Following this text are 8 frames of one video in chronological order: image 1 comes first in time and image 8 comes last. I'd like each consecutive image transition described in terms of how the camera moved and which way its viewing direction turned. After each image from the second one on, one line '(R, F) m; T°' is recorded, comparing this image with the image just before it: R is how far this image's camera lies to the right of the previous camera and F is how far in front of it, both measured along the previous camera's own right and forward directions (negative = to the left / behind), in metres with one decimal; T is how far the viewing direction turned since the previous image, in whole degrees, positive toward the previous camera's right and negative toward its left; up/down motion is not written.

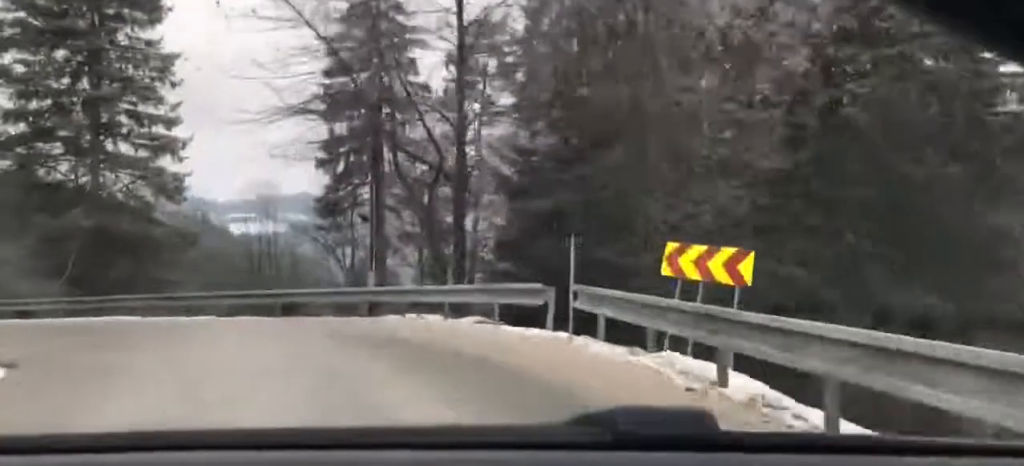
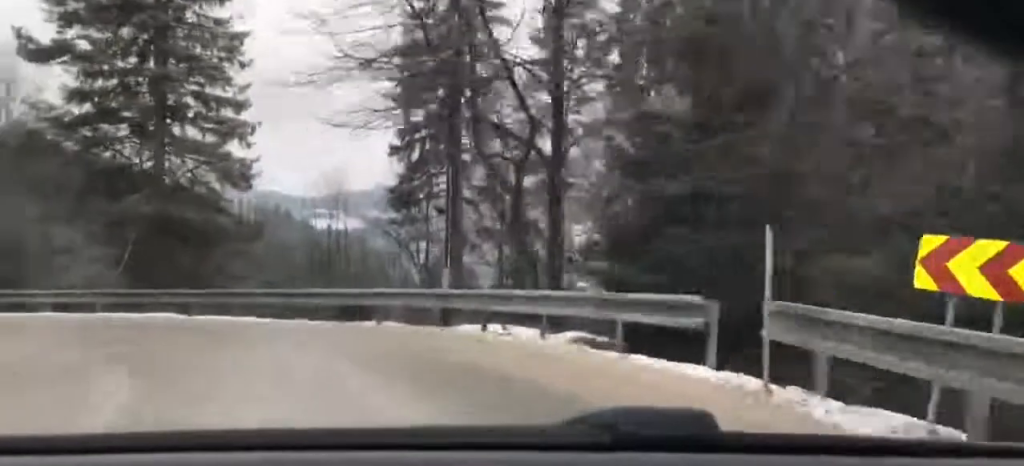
(-0.1, +5.7) m; -1°
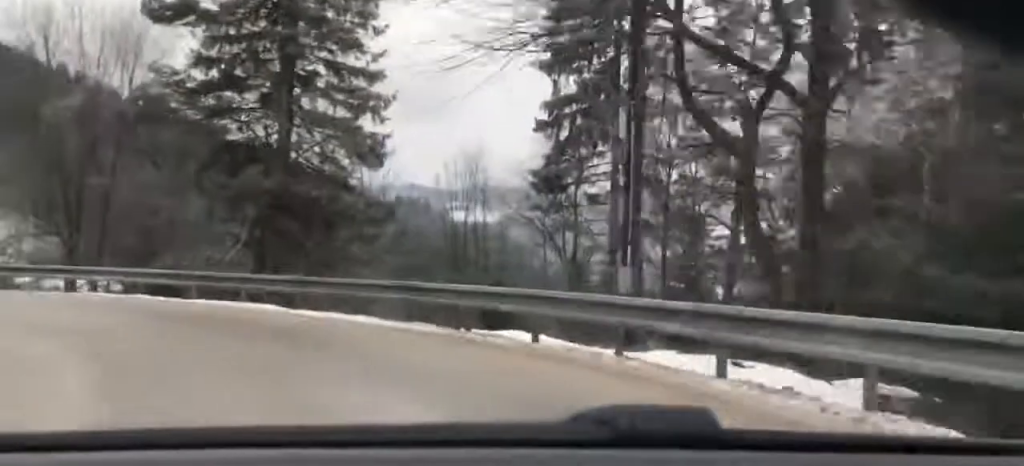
(0.0, +7.8) m; 0°
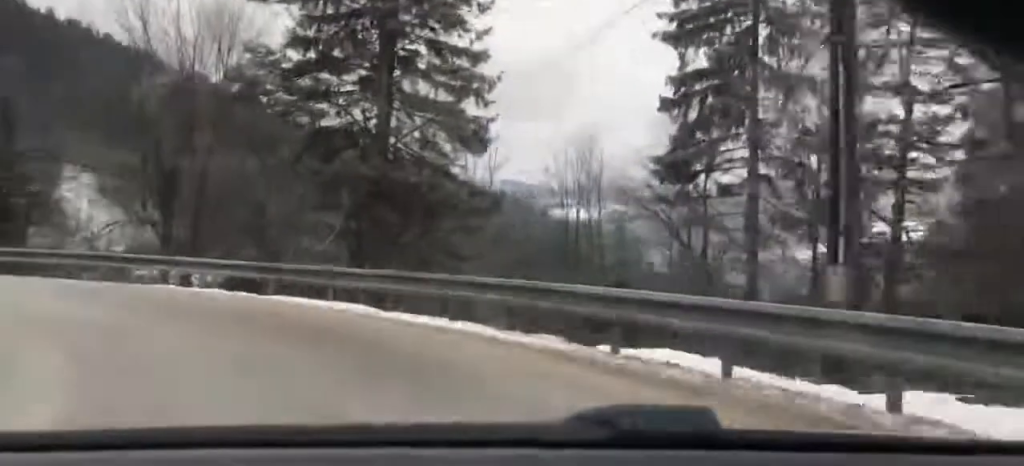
(0.0, +4.7) m; 0°
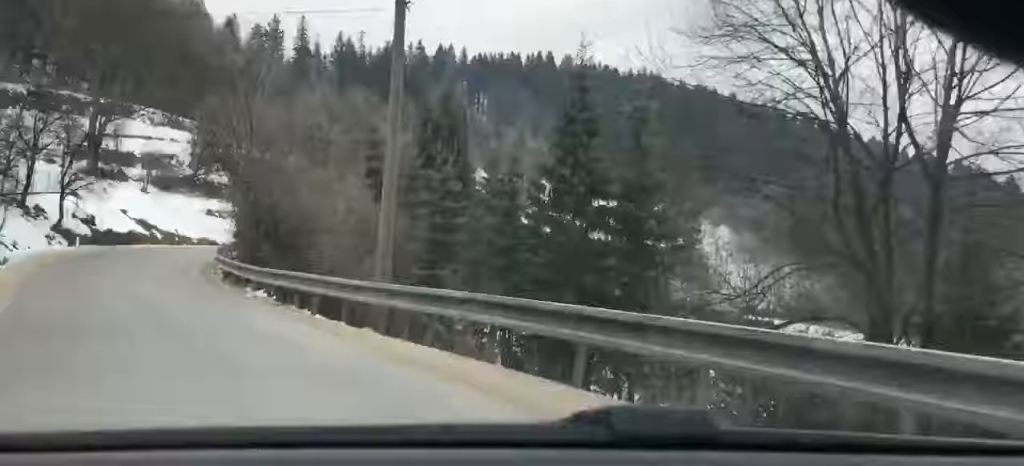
(-0.9, +16.0) m; -13°
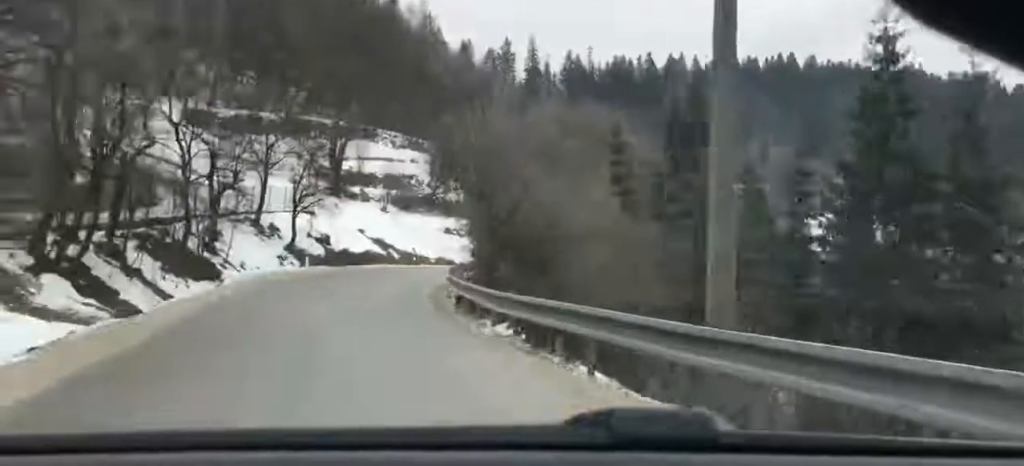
(-0.5, +5.3) m; -11°
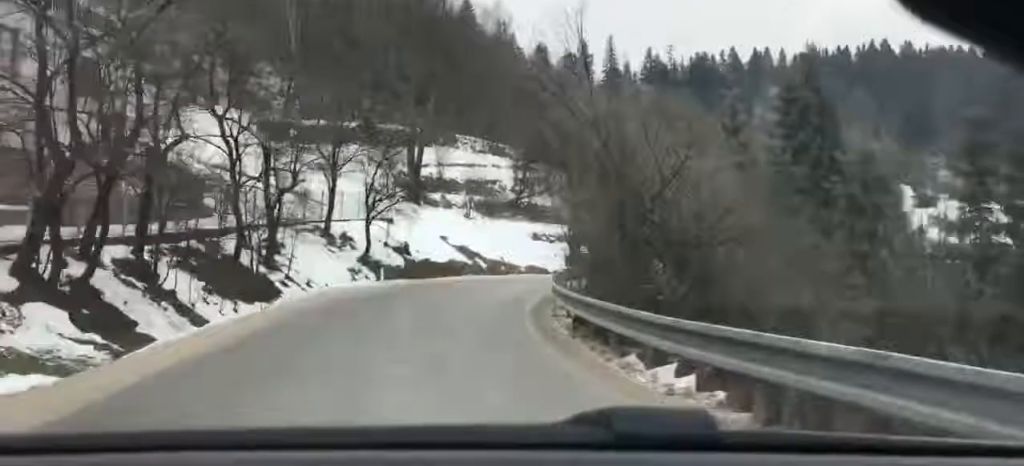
(-0.4, +4.5) m; -7°
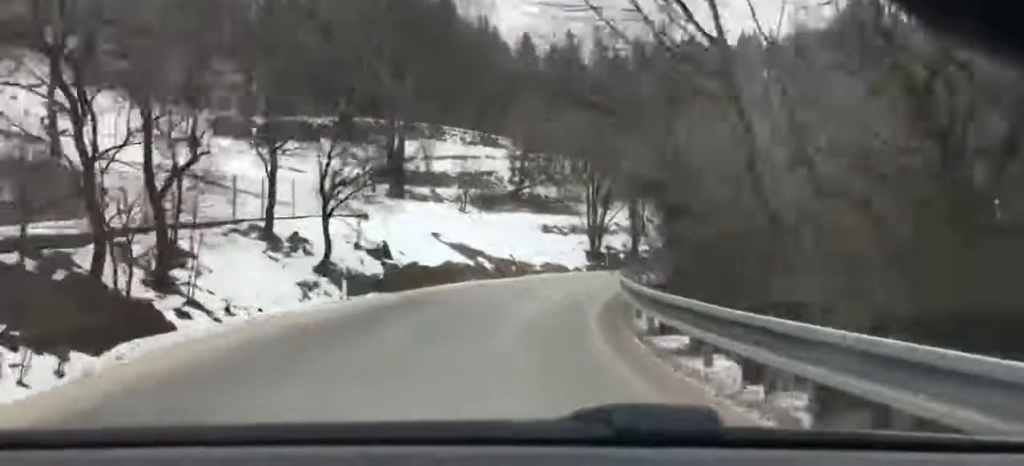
(-0.8, +8.8) m; -16°
